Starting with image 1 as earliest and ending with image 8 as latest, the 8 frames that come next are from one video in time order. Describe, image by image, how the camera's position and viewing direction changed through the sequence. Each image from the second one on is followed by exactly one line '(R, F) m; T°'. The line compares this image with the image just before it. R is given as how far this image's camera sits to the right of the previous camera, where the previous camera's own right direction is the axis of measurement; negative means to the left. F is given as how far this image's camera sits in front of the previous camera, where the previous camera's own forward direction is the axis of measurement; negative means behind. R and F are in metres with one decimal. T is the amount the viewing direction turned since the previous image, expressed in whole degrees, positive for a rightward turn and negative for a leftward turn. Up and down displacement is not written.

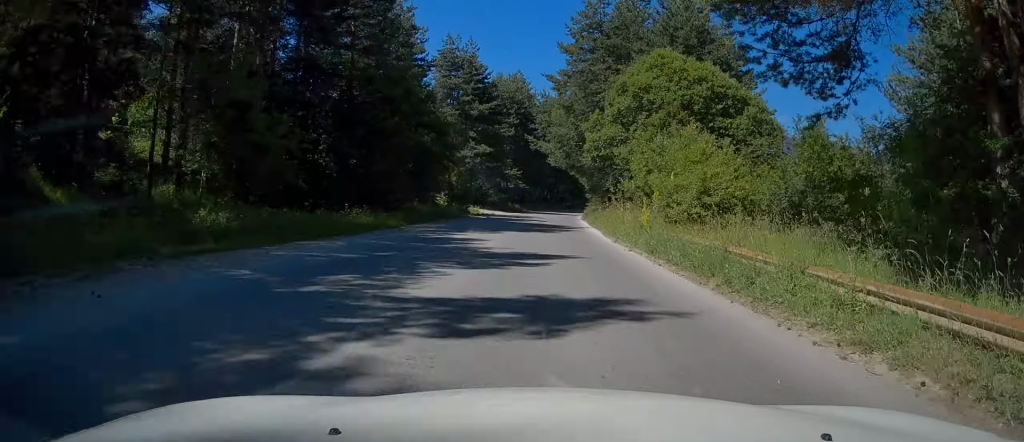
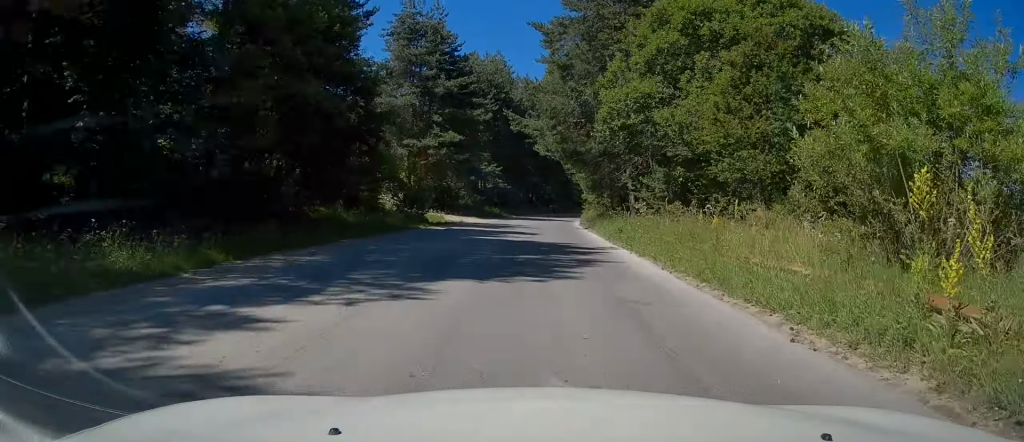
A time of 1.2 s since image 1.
(+0.3, +14.5) m; +2°
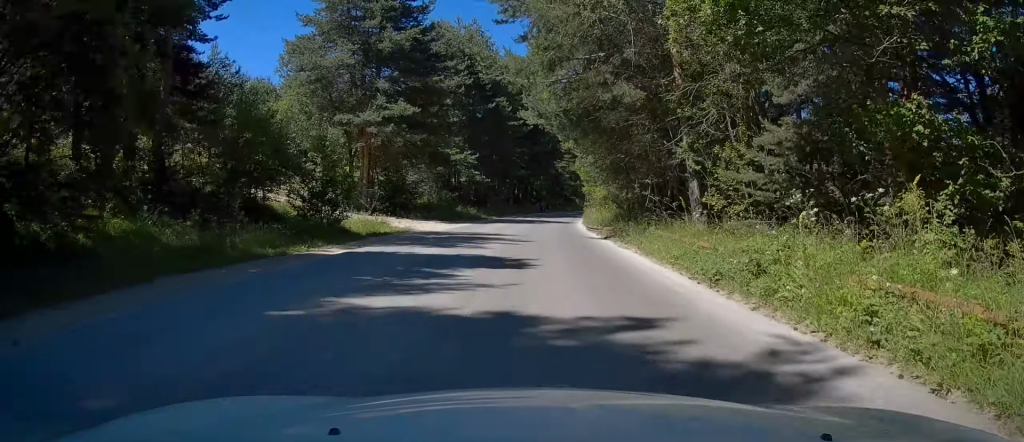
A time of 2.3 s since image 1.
(+0.2, +14.3) m; 0°
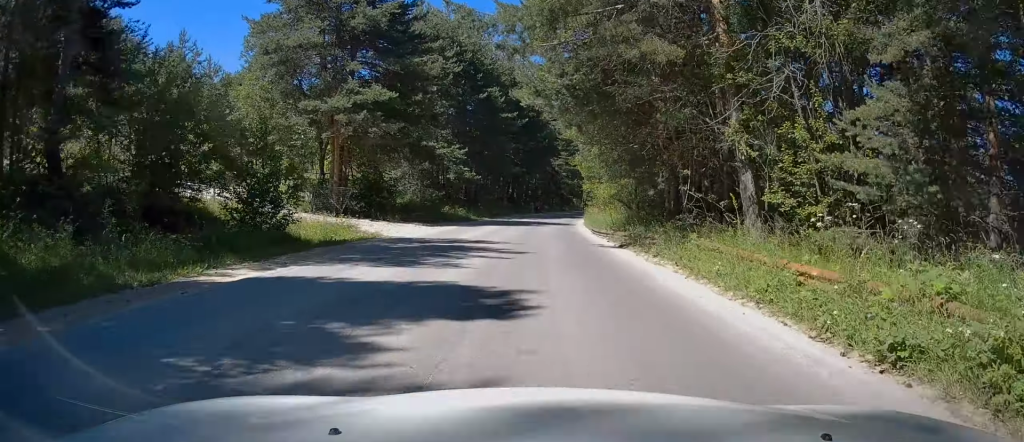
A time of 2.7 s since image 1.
(0.0, +4.8) m; 0°
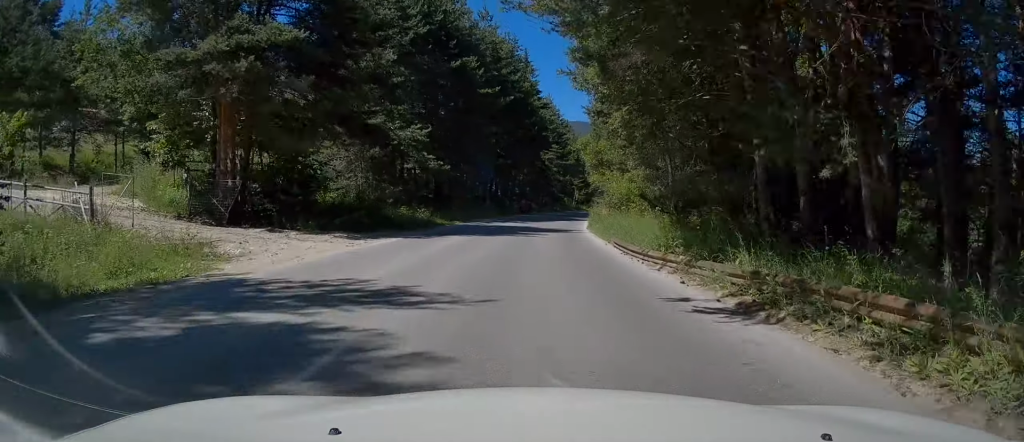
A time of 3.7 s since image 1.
(-0.1, +11.1) m; +2°
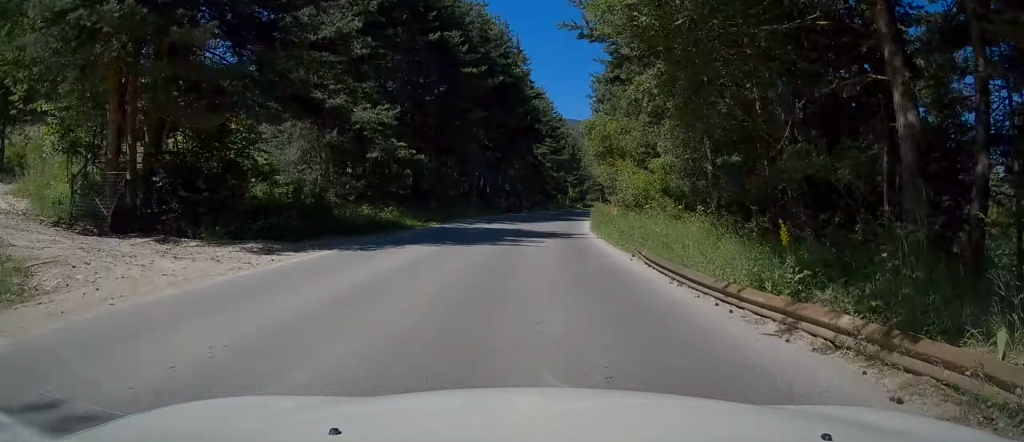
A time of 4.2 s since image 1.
(+0.3, +6.0) m; +2°
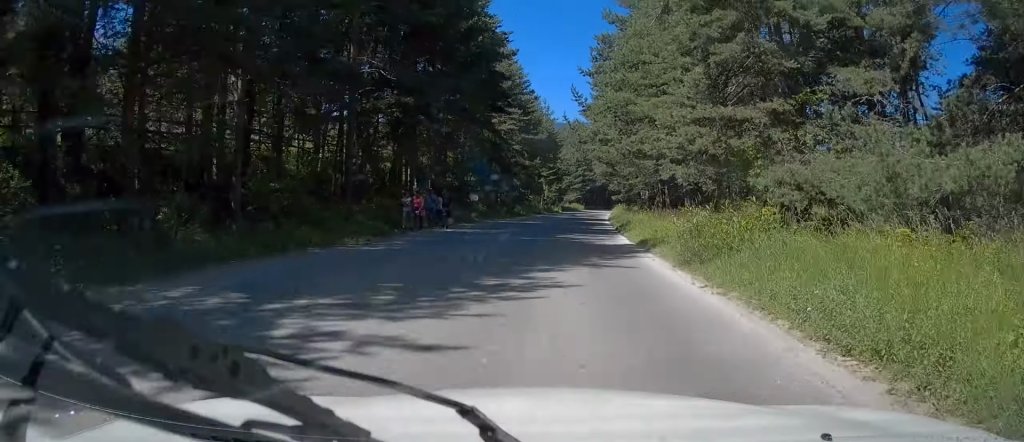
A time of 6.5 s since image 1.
(+0.6, +28.3) m; +2°
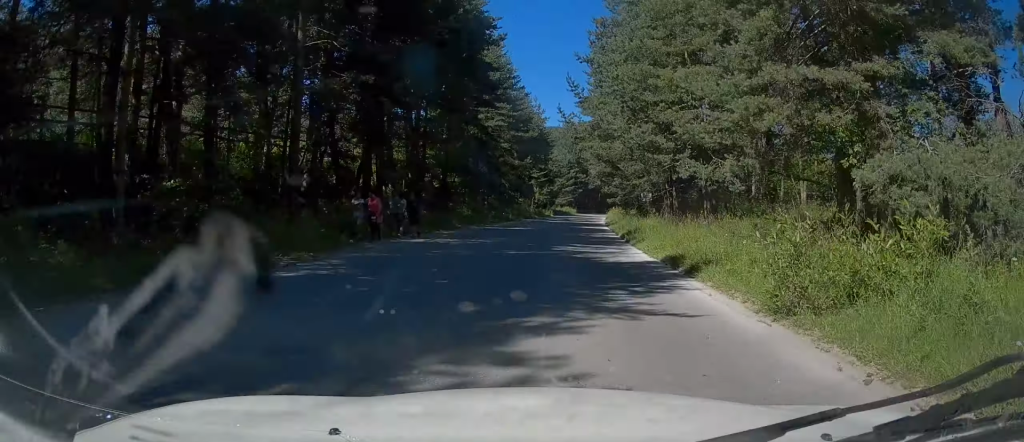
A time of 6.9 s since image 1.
(+0.1, +4.6) m; +1°
